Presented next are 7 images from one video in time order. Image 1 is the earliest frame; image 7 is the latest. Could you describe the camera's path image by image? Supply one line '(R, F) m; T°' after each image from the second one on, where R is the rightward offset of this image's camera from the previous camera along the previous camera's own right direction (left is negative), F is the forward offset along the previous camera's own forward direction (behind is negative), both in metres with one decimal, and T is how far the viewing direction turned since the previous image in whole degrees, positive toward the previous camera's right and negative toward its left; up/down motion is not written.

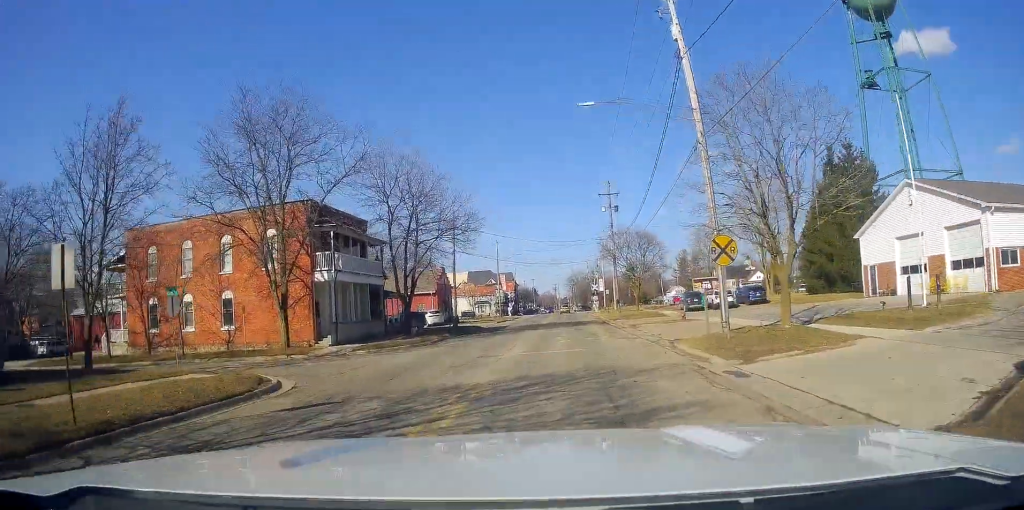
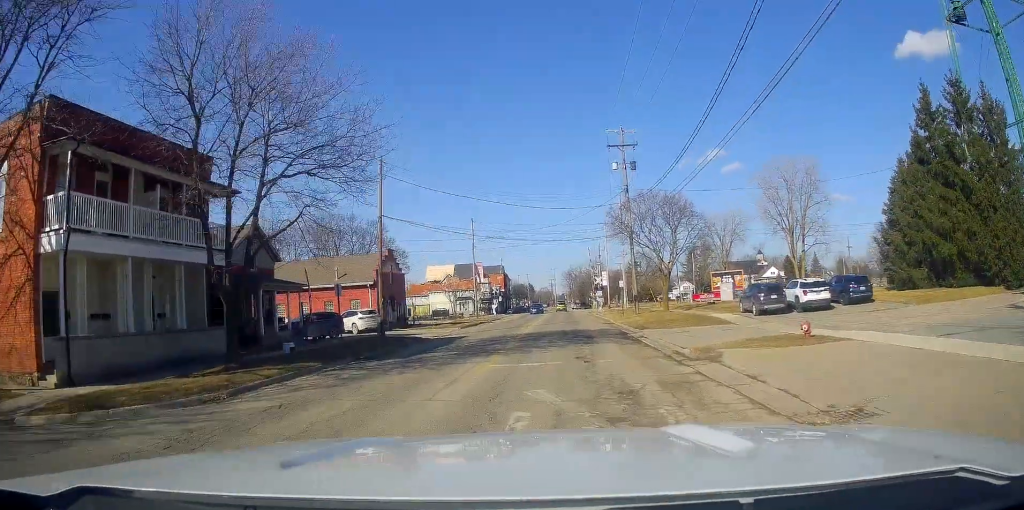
(-0.7, +20.0) m; -5°
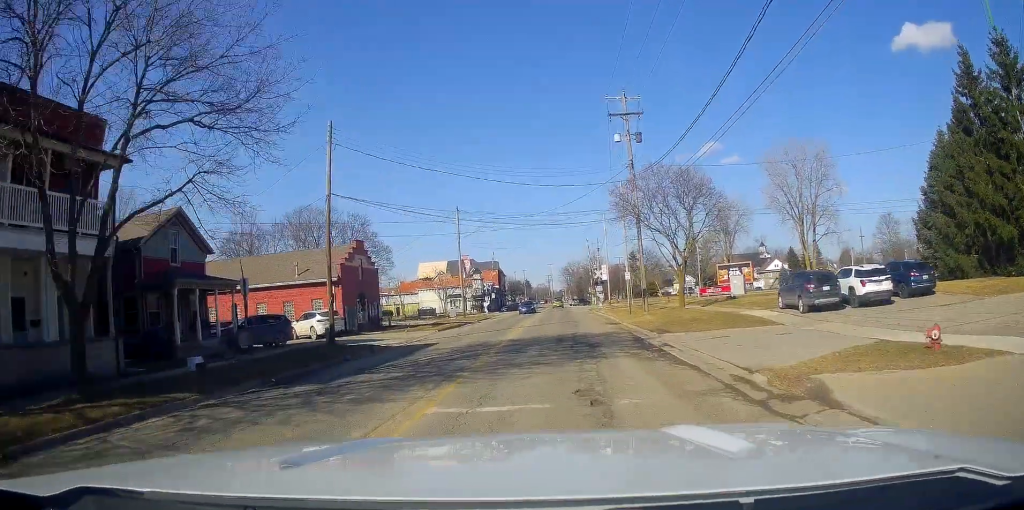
(0.0, +7.0) m; 0°
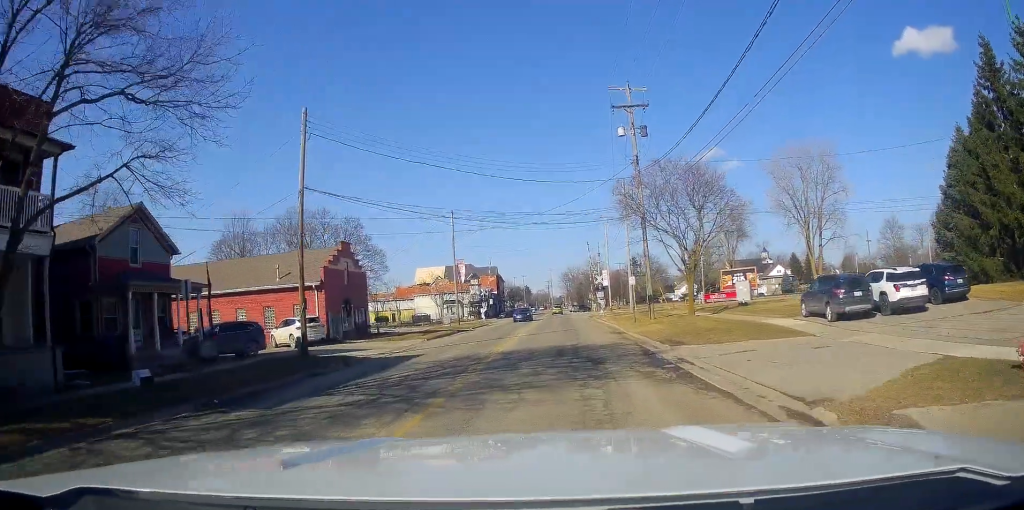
(0.0, +2.9) m; 0°
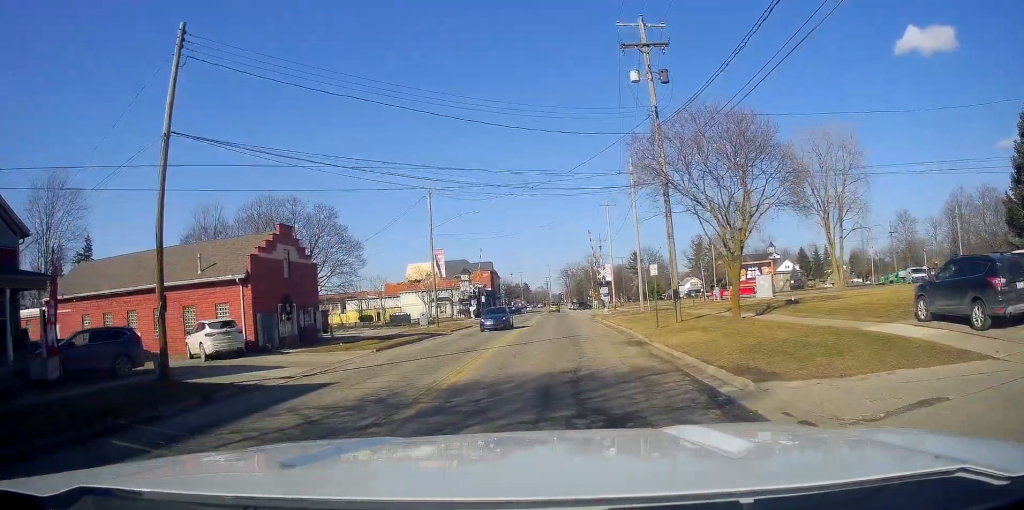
(+0.1, +9.2) m; +3°
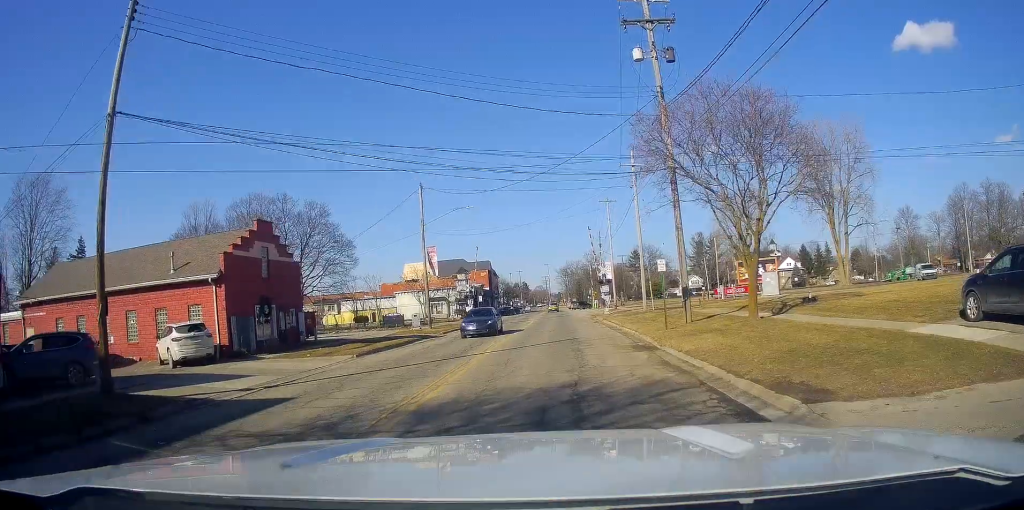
(+0.1, +2.5) m; +1°
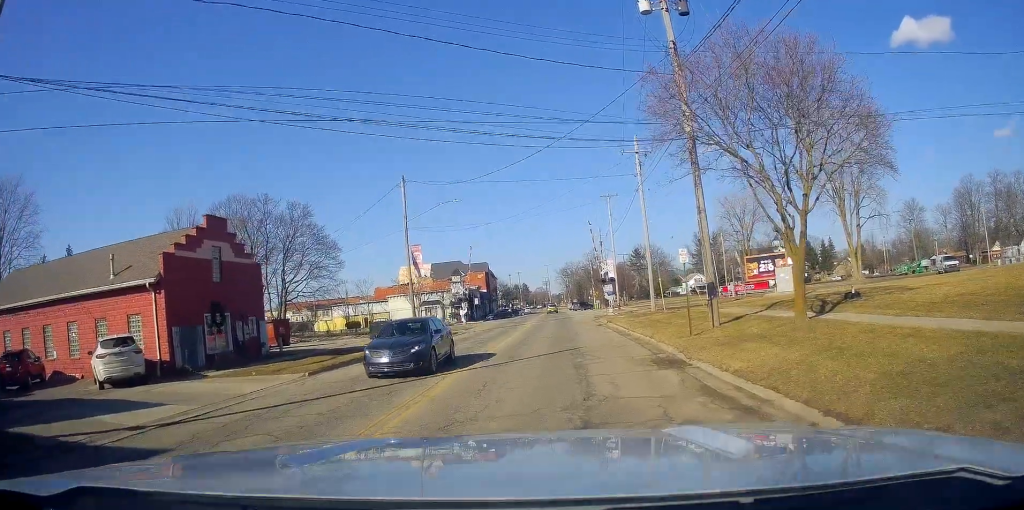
(+0.1, +5.1) m; -4°
